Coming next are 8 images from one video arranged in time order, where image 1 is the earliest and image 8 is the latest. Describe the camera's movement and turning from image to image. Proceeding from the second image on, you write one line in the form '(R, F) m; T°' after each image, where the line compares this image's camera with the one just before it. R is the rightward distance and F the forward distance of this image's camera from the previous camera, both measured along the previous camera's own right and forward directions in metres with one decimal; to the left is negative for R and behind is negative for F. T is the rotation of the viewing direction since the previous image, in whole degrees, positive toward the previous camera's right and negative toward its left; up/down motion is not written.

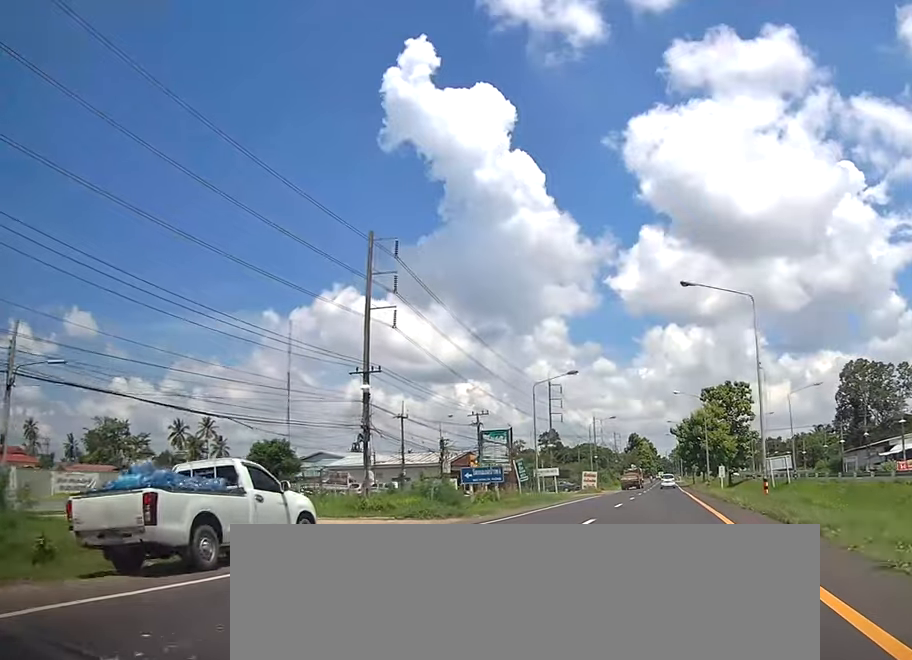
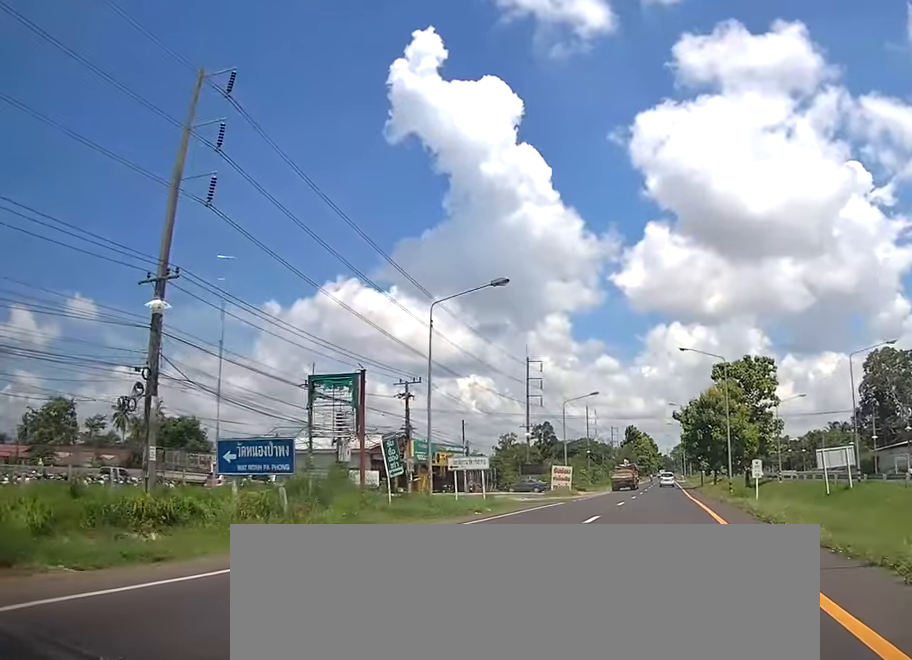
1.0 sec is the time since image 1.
(0.0, +22.7) m; 0°
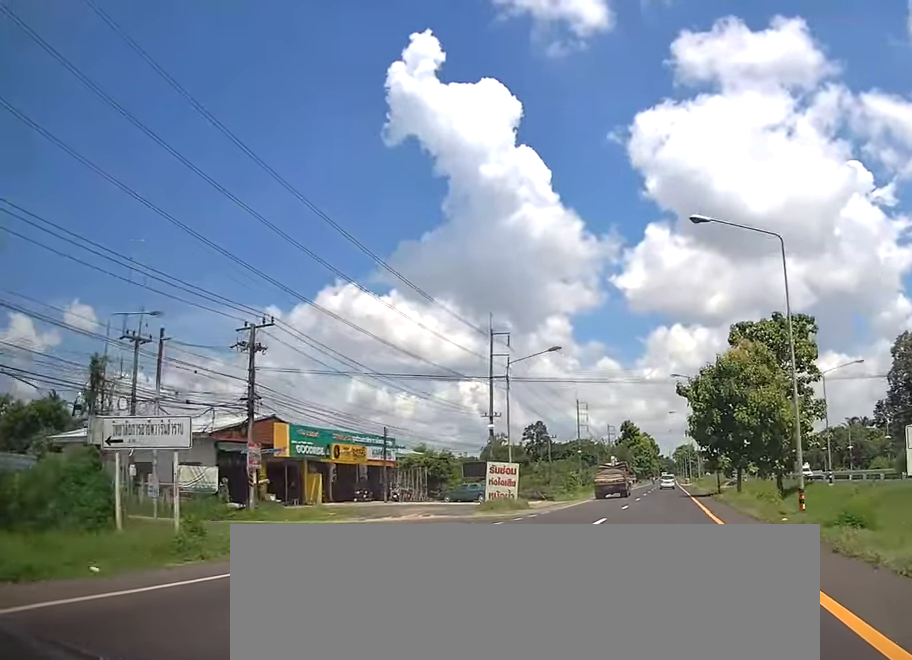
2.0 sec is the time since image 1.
(-0.1, +23.4) m; 0°
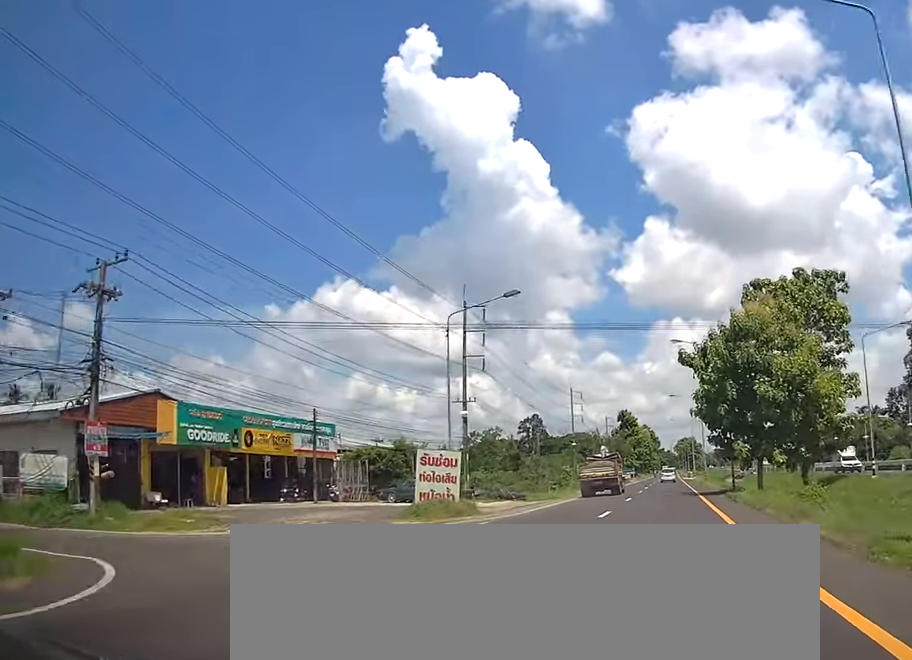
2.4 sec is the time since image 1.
(-0.1, +11.3) m; 0°
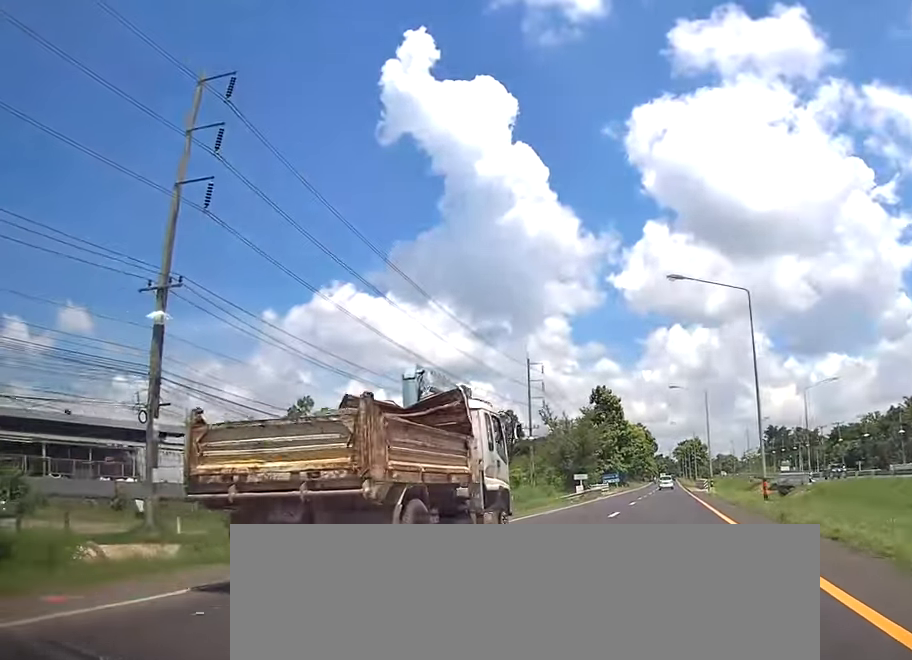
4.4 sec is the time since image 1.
(-0.1, +45.7) m; 0°
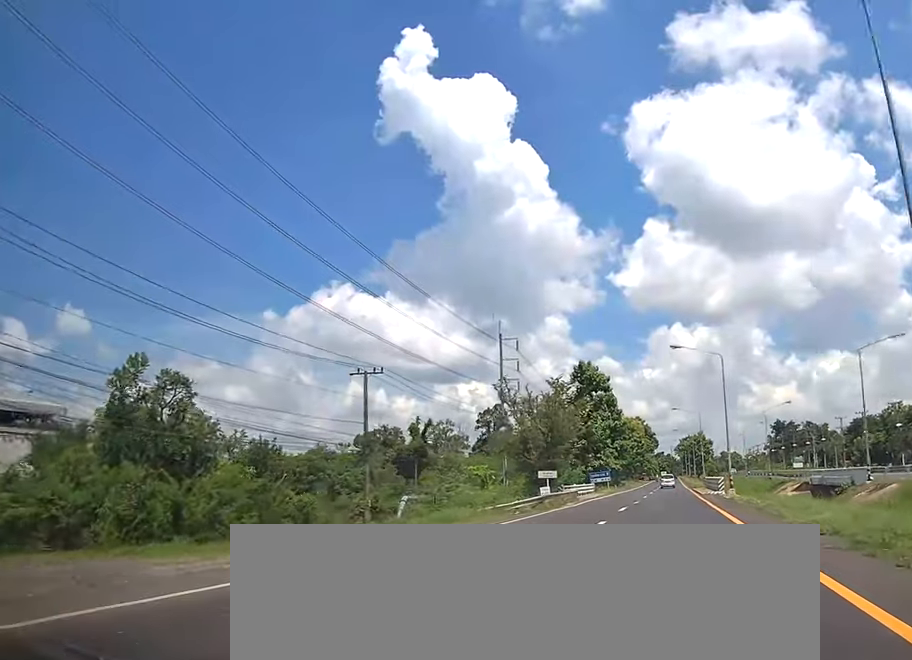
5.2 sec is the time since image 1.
(+0.1, +18.1) m; 0°
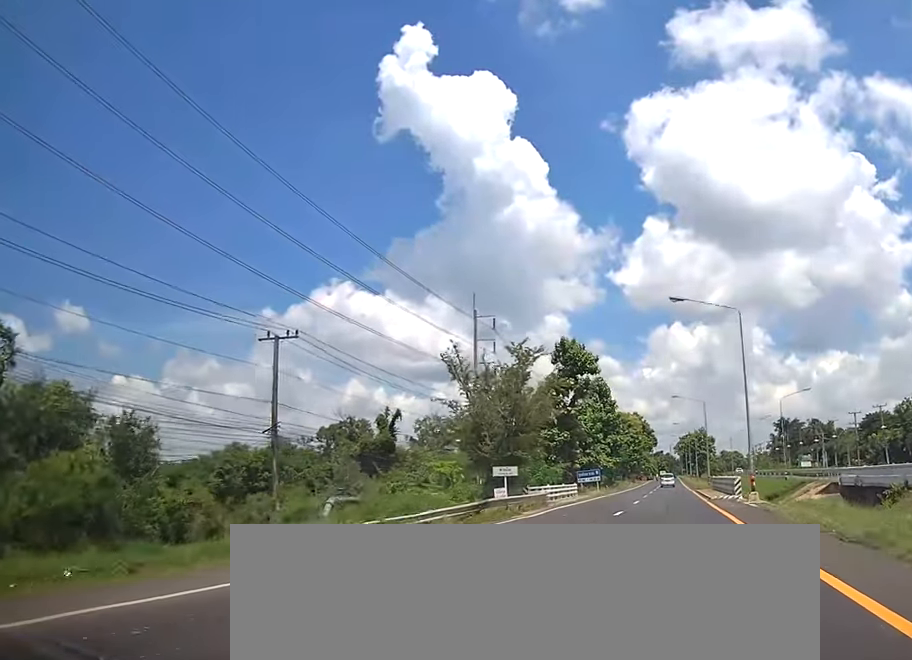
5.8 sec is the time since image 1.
(0.0, +11.7) m; 0°
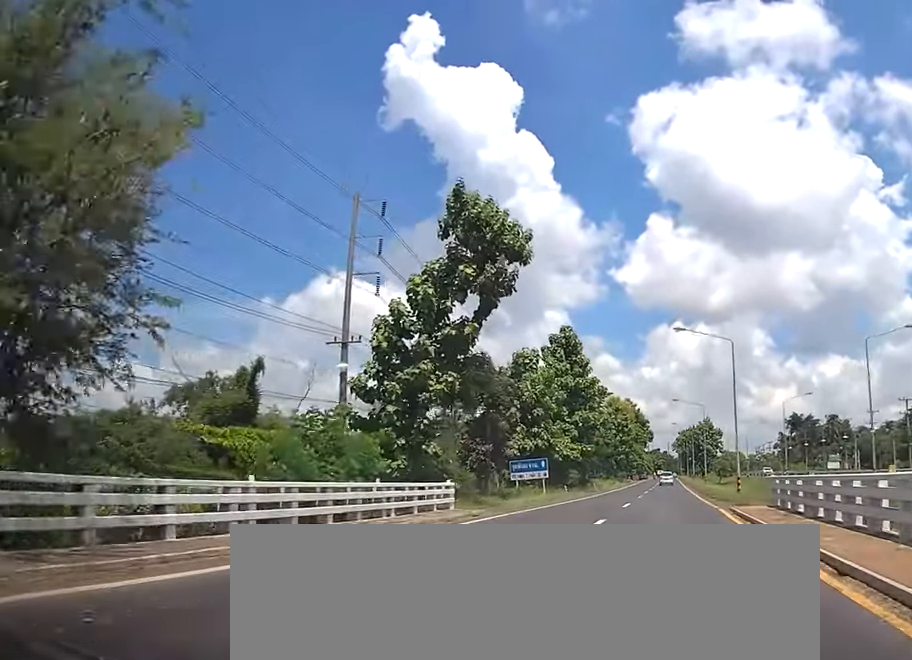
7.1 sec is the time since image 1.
(-0.1, +31.3) m; 0°
